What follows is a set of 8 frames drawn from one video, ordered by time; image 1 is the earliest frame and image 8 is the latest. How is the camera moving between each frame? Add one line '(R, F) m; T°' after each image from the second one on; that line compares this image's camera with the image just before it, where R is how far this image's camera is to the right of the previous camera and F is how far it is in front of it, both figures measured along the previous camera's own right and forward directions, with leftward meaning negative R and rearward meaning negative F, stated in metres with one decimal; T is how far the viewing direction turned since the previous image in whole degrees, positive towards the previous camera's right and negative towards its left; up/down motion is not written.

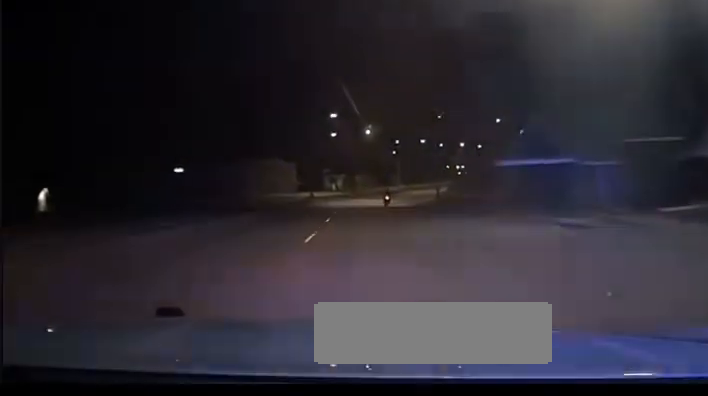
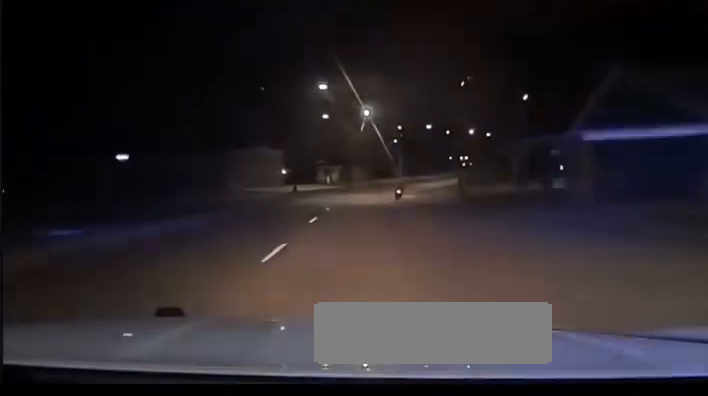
(-0.2, +18.8) m; 0°
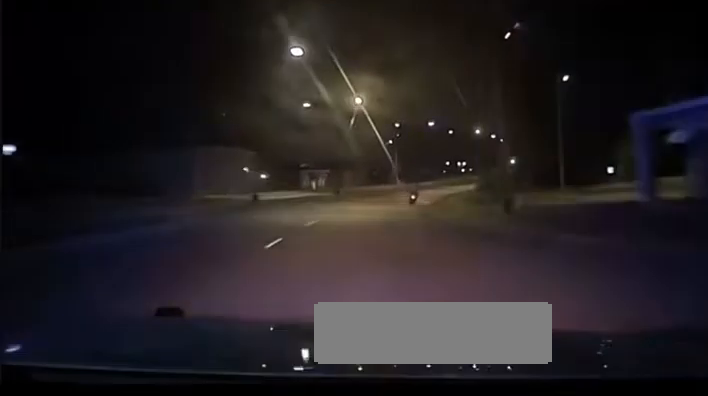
(+0.1, +20.0) m; +1°
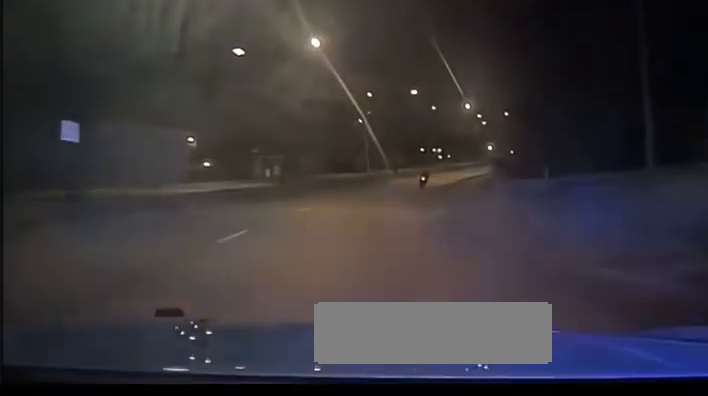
(+0.1, +25.9) m; +2°
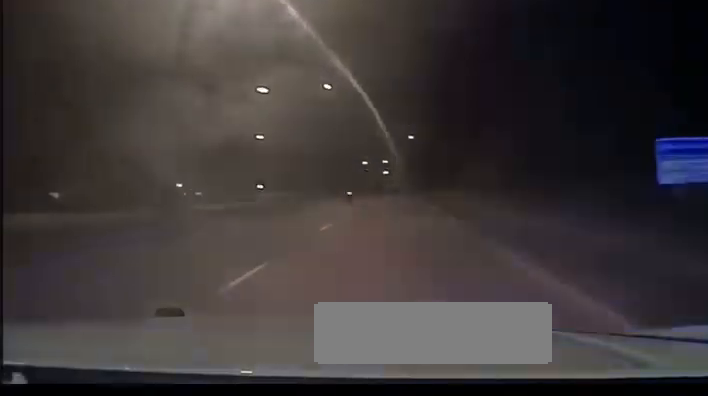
(+12.8, +91.5) m; +16°
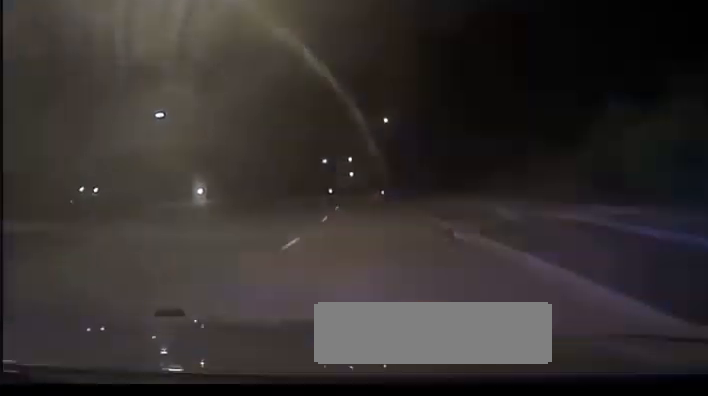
(+3.5, +42.4) m; +7°
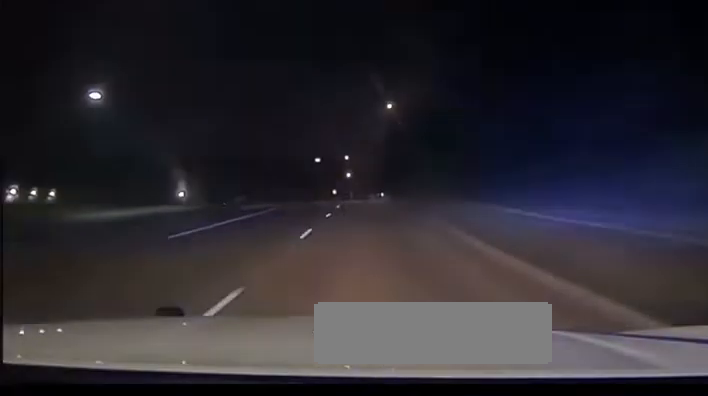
(0.0, +20.1) m; 0°
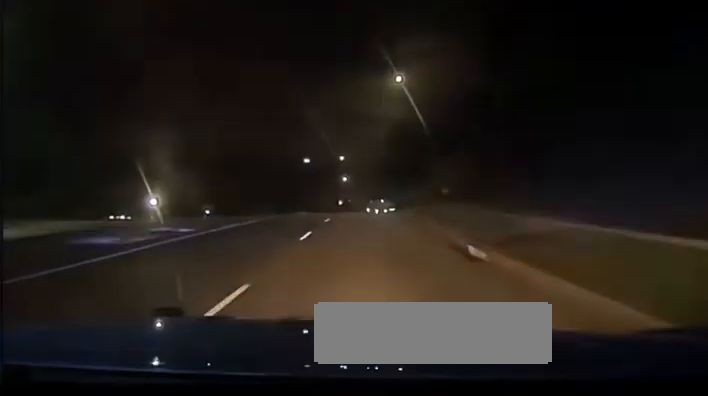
(0.0, +23.6) m; 0°
